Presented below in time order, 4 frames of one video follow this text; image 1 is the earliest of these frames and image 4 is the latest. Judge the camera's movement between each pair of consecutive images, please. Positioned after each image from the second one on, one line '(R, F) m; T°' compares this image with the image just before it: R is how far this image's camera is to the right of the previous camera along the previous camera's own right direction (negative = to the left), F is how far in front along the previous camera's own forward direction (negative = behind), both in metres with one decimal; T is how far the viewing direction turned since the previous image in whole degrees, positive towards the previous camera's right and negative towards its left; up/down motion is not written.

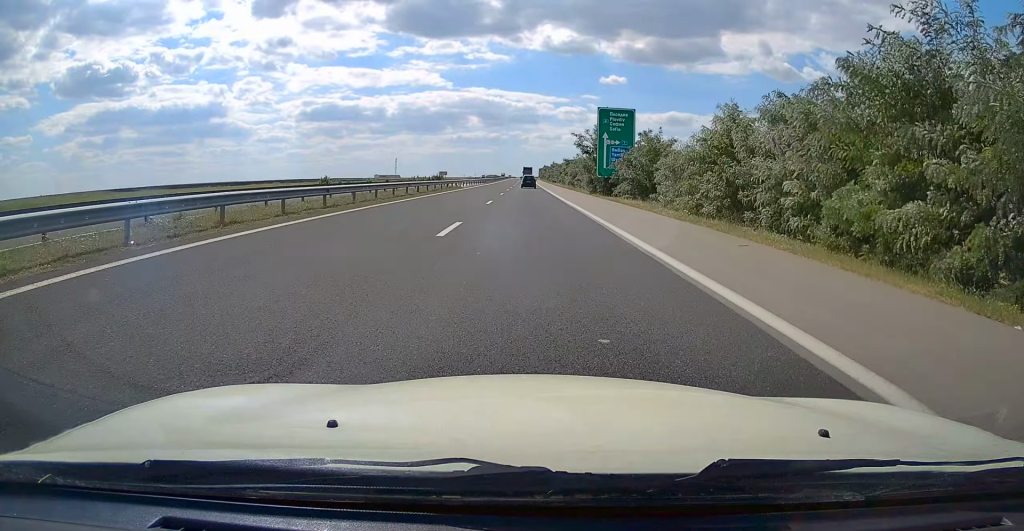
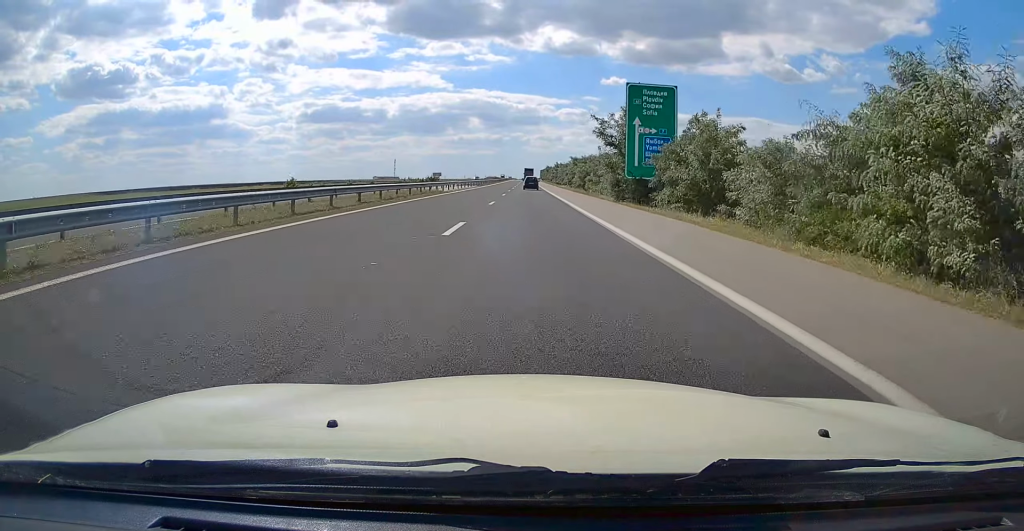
(0.0, +15.3) m; -1°
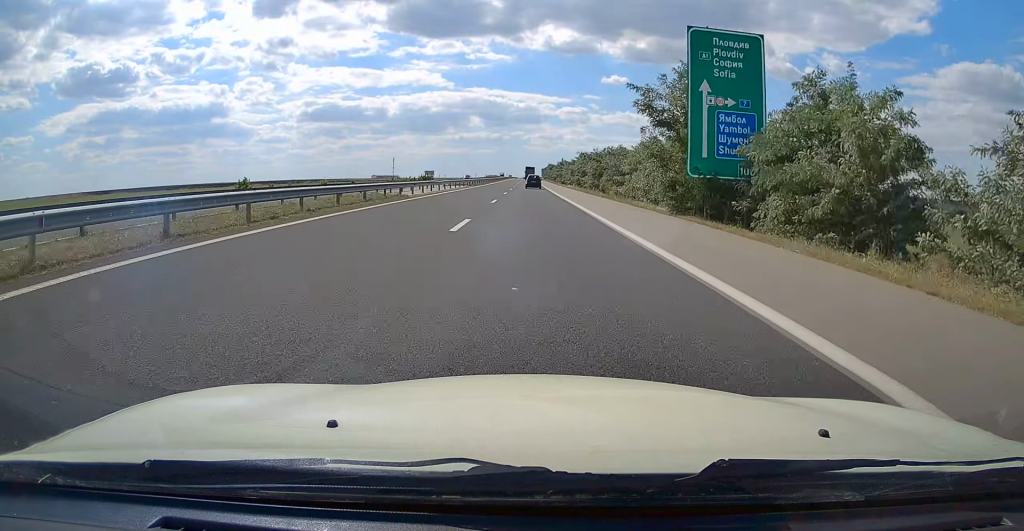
(-0.2, +15.4) m; 0°
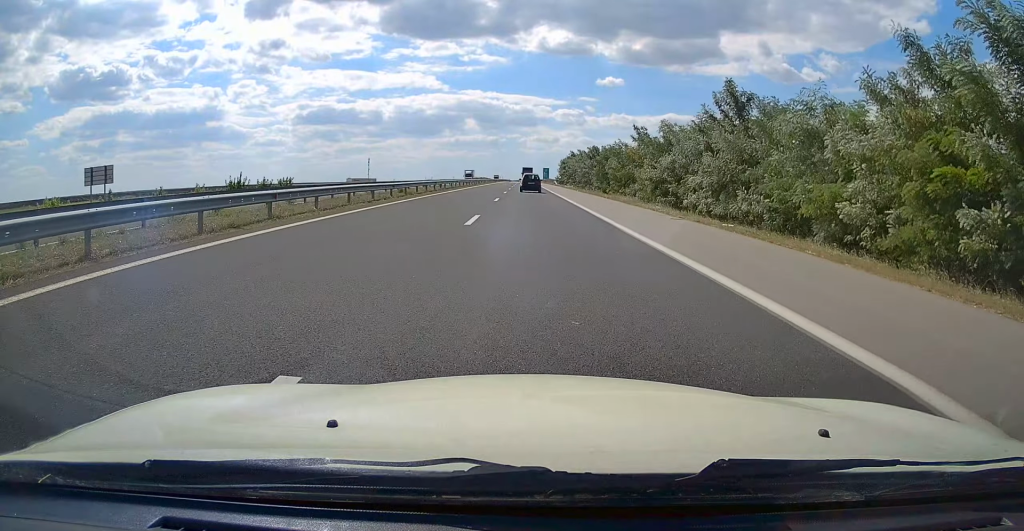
(-0.4, +124.9) m; 0°
